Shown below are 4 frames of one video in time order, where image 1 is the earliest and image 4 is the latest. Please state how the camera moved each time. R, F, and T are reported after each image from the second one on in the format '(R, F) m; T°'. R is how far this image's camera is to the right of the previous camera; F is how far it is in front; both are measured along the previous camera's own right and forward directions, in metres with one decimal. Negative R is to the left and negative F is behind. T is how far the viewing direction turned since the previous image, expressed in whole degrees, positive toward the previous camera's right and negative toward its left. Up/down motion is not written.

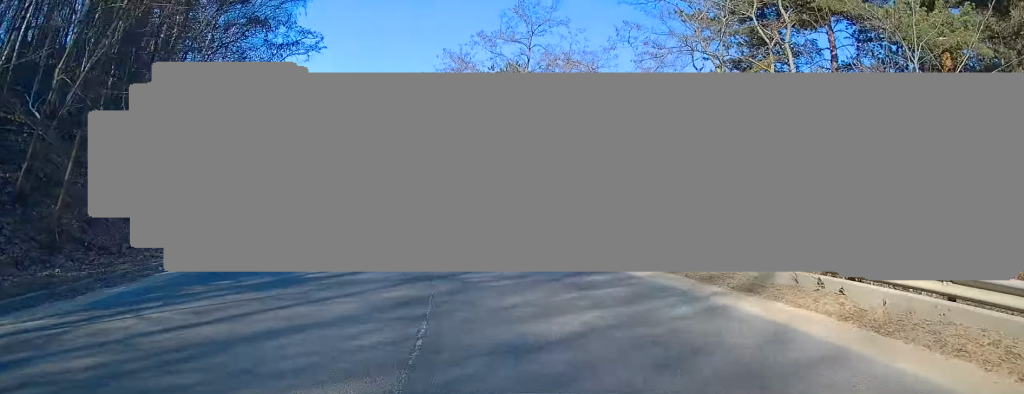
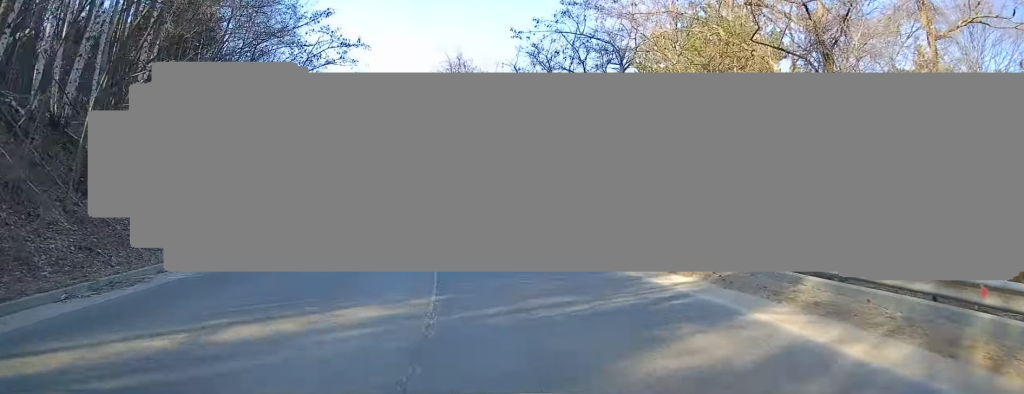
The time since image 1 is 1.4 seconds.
(-2.5, +21.0) m; -16°
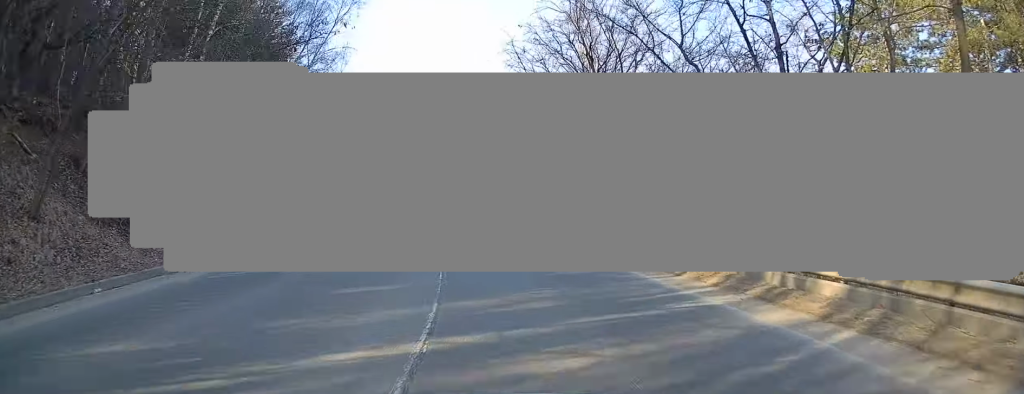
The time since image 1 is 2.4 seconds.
(-1.6, +16.0) m; -11°
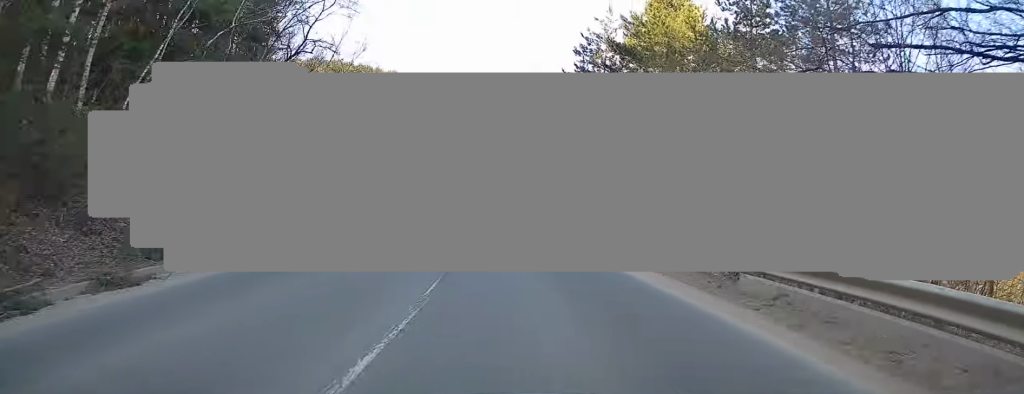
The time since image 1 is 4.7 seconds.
(-5.0, +34.8) m; -15°
